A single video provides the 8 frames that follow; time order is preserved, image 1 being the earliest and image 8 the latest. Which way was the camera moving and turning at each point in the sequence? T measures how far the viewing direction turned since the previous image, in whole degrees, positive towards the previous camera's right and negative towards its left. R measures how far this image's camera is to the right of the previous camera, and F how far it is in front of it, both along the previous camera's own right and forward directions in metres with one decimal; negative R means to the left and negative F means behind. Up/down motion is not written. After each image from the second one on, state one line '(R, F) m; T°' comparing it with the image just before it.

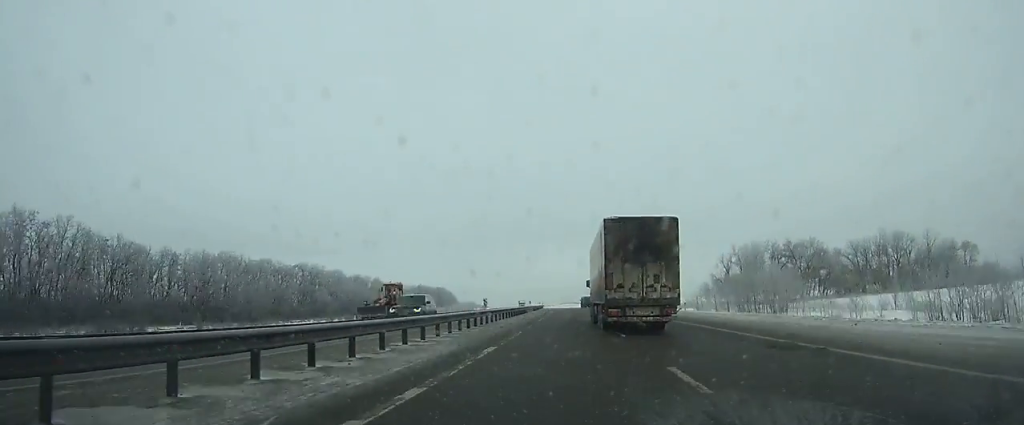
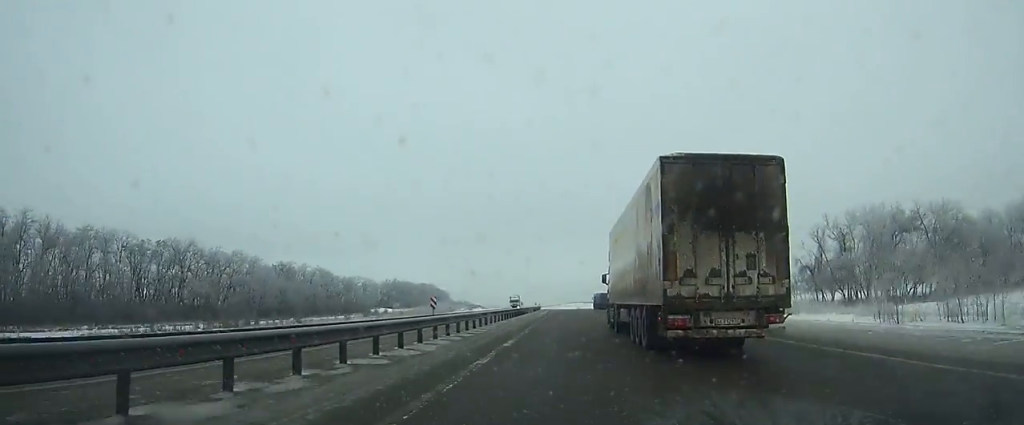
(-0.2, +52.7) m; -1°
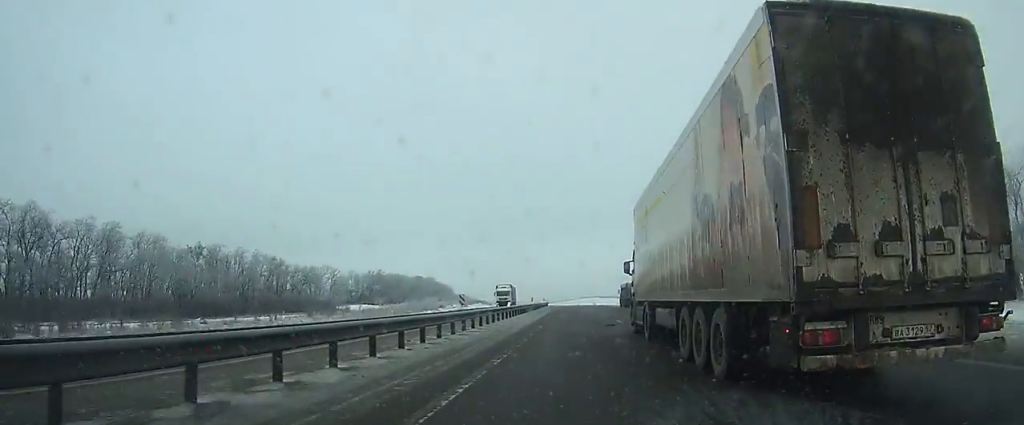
(-0.5, +37.3) m; -1°
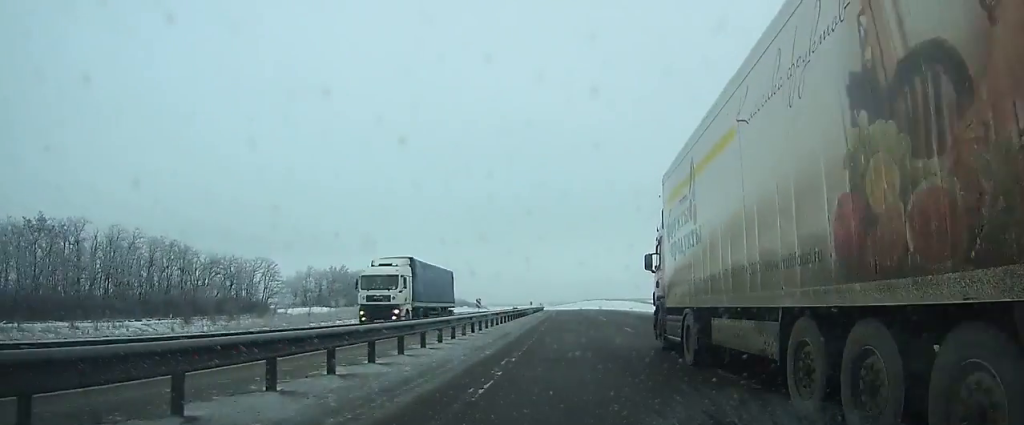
(-0.1, +37.4) m; -1°
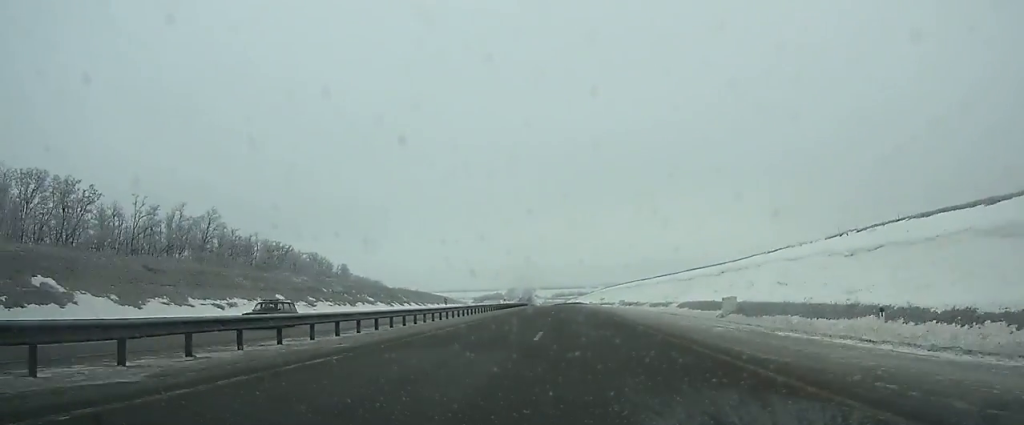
(-12.3, +310.9) m; -5°
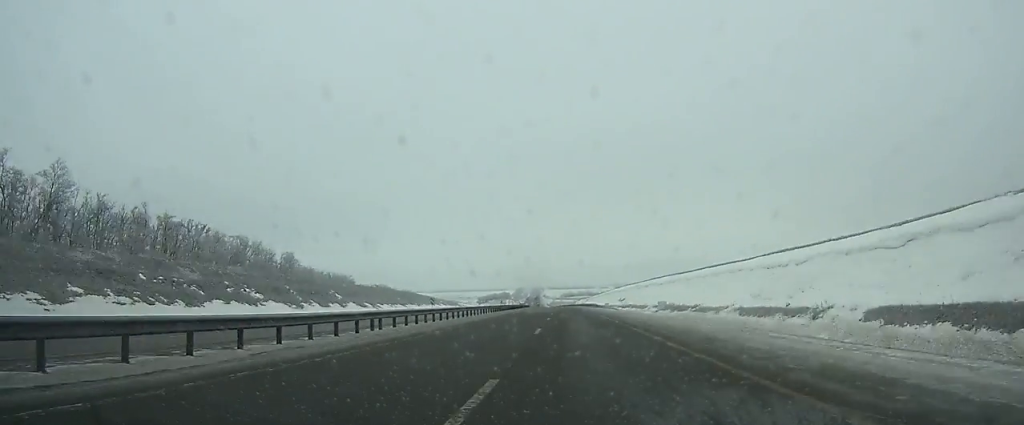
(-0.6, +44.2) m; -1°
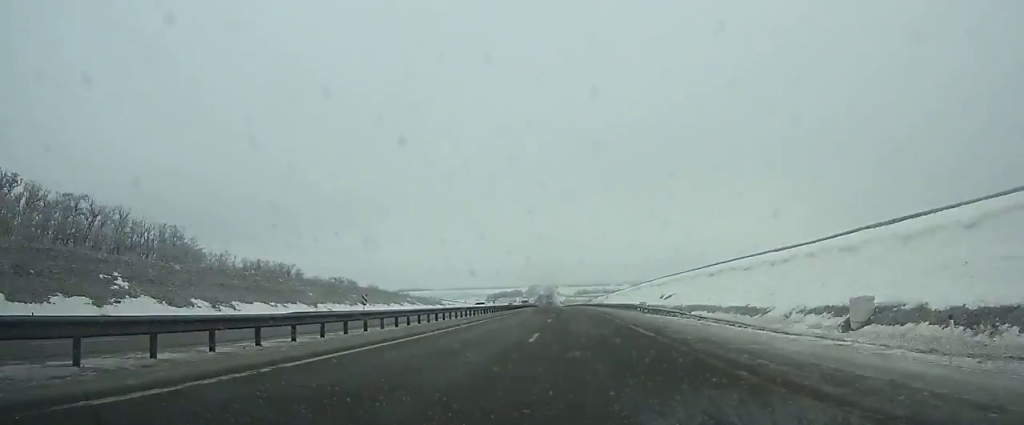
(-0.4, +52.5) m; -1°
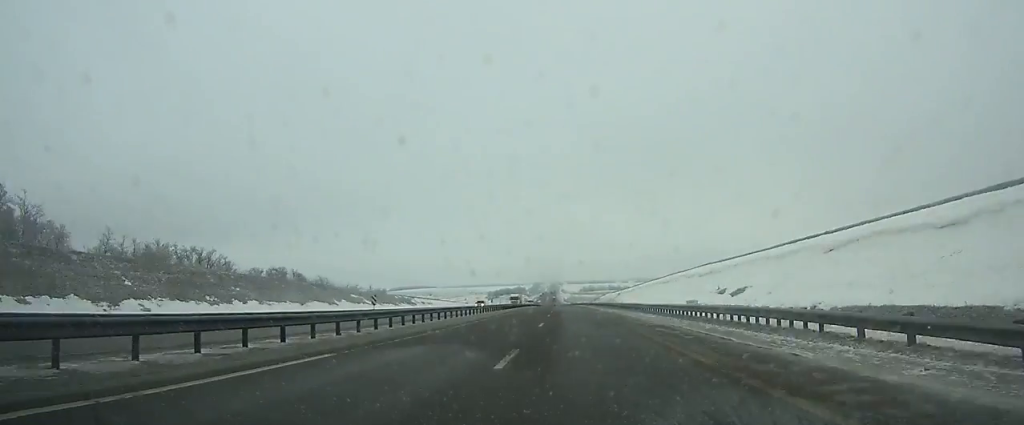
(-0.4, +38.5) m; -1°
